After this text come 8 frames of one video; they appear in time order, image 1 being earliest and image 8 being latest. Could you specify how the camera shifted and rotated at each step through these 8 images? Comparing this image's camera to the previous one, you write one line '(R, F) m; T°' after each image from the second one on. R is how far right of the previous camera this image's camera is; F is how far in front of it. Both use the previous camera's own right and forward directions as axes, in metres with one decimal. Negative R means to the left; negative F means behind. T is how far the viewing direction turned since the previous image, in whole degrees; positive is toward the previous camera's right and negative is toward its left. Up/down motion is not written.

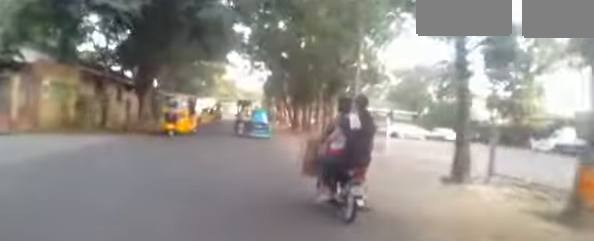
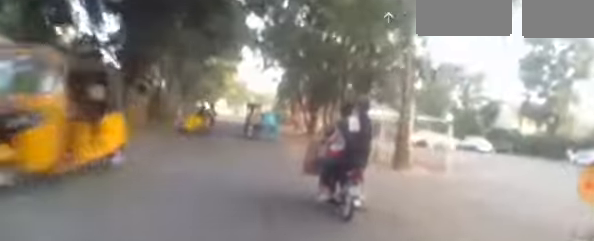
(-0.1, +3.6) m; +2°
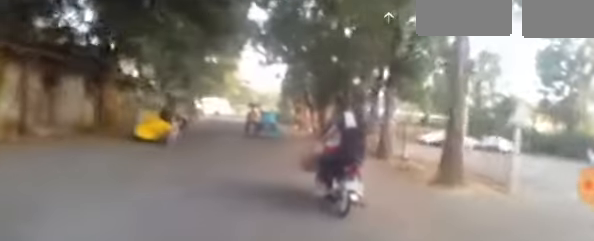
(+0.1, +2.3) m; 0°
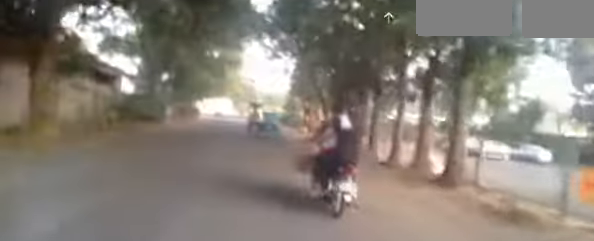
(+0.3, +3.7) m; 0°
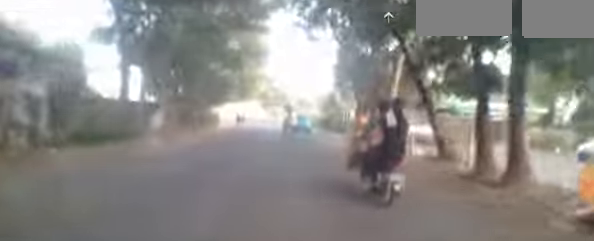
(-1.1, +10.0) m; -7°
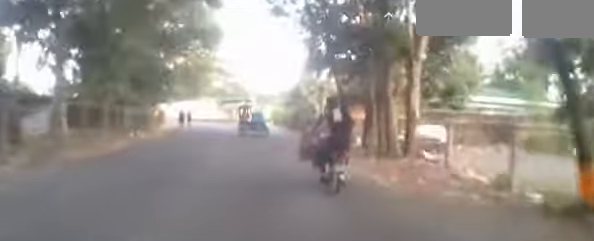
(+0.1, +7.2) m; +4°
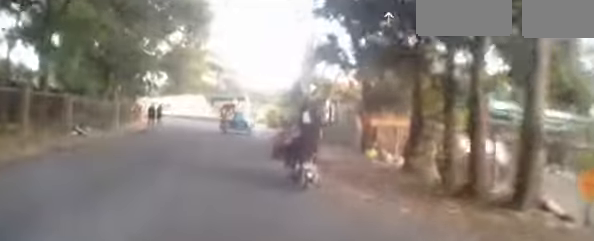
(+0.3, +5.8) m; +2°
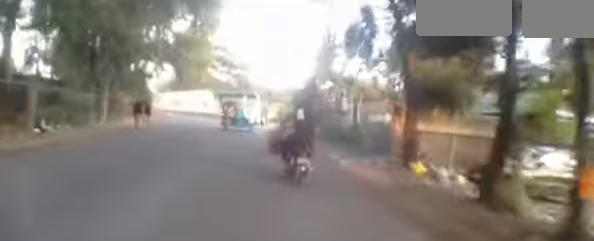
(0.0, +3.6) m; -2°
